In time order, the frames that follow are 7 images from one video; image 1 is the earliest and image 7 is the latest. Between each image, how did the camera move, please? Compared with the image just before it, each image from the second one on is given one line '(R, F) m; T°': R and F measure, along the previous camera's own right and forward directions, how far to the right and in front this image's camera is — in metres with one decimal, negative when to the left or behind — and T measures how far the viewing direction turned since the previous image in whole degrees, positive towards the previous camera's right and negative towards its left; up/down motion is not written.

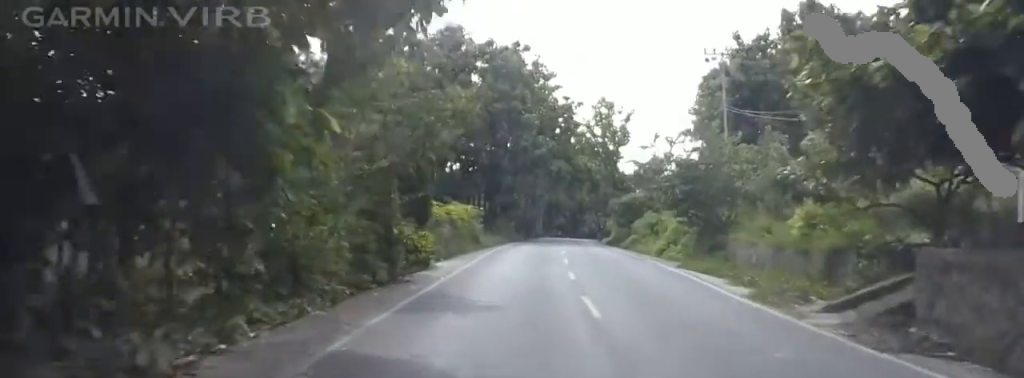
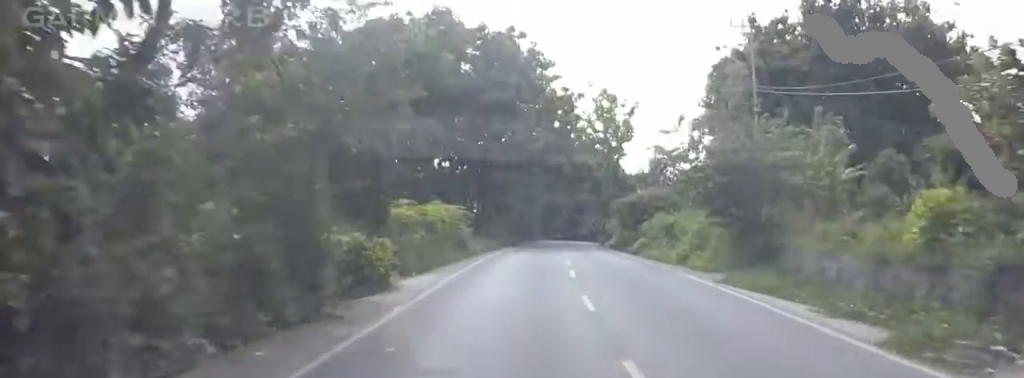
(+0.2, +6.8) m; -3°
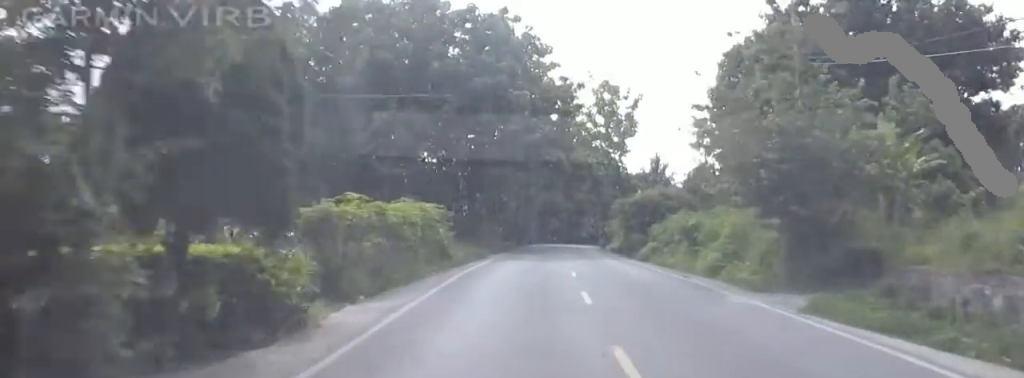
(+0.2, +6.7) m; -3°
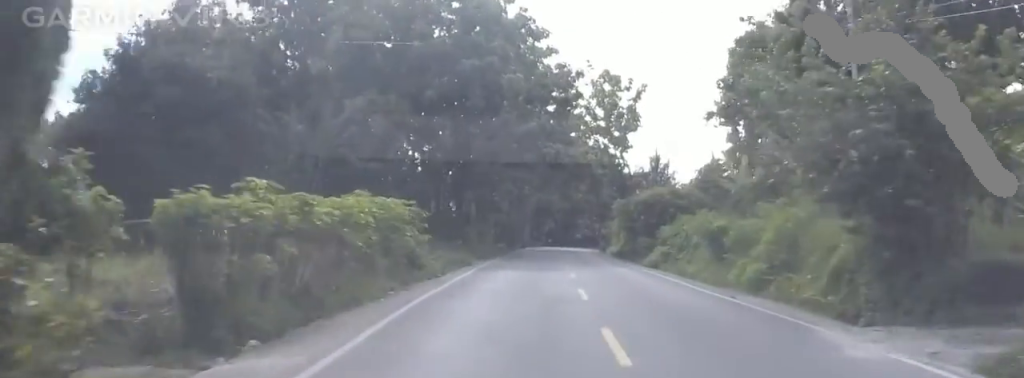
(-0.8, +6.1) m; 0°
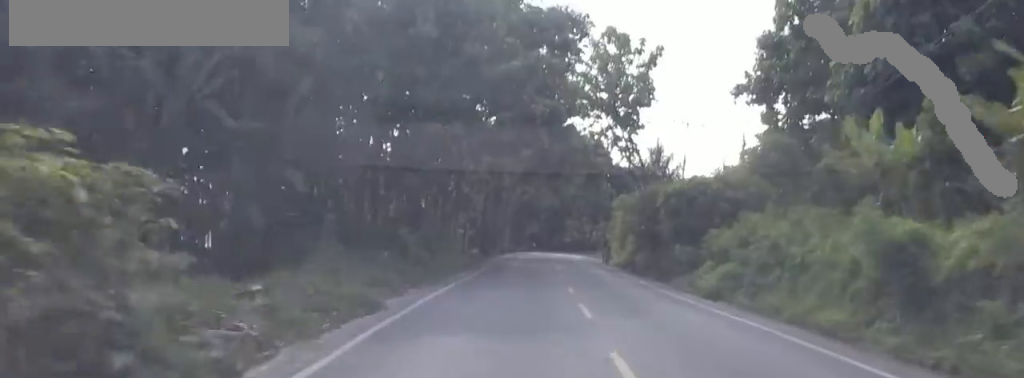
(+0.1, +17.0) m; +2°
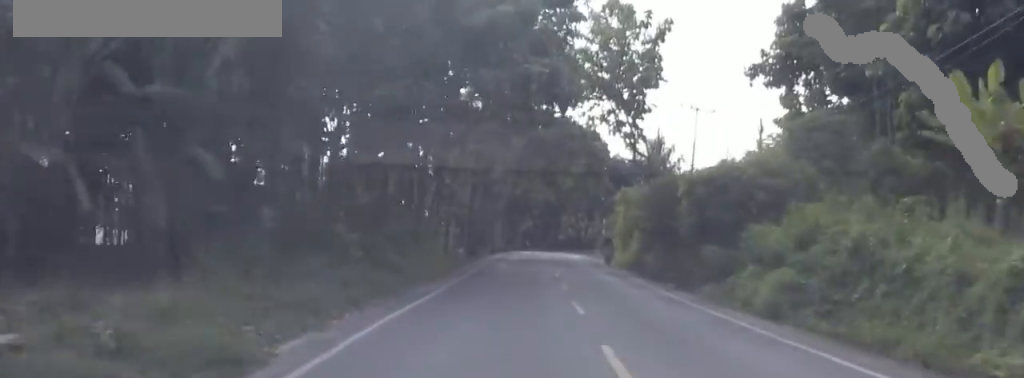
(+0.5, +6.6) m; +1°
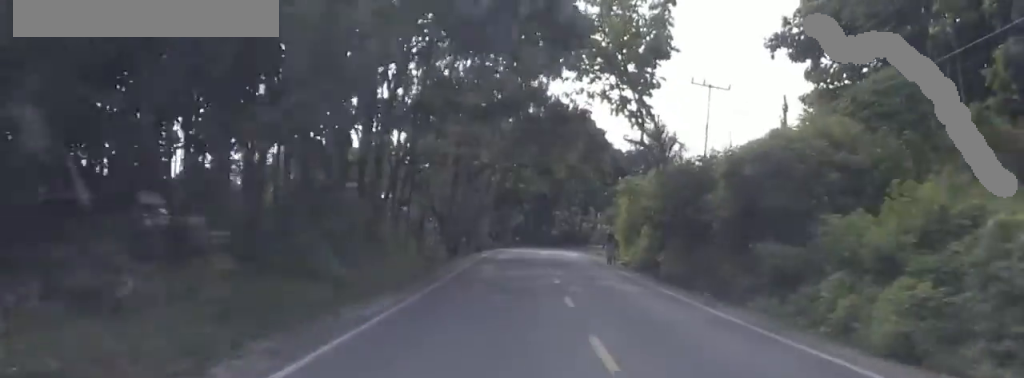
(-0.5, +7.1) m; 0°
